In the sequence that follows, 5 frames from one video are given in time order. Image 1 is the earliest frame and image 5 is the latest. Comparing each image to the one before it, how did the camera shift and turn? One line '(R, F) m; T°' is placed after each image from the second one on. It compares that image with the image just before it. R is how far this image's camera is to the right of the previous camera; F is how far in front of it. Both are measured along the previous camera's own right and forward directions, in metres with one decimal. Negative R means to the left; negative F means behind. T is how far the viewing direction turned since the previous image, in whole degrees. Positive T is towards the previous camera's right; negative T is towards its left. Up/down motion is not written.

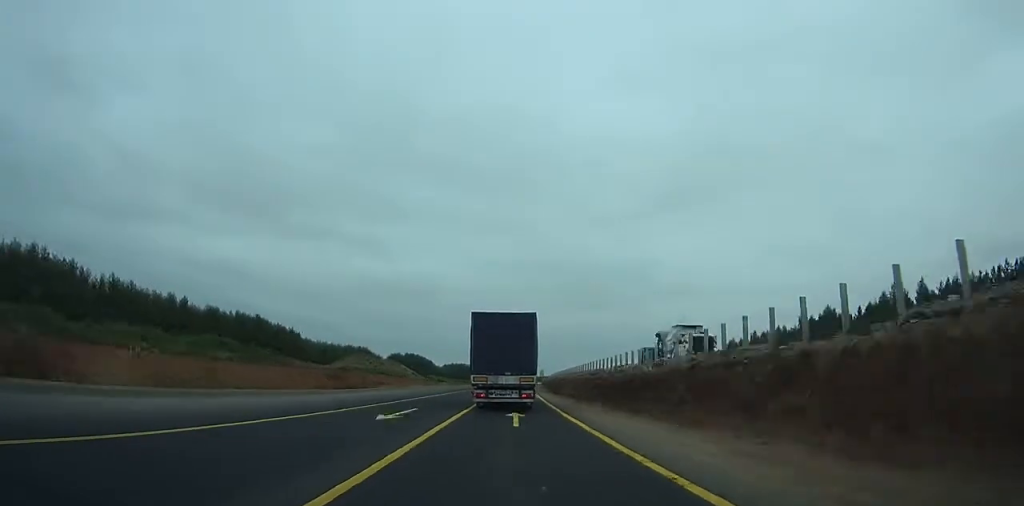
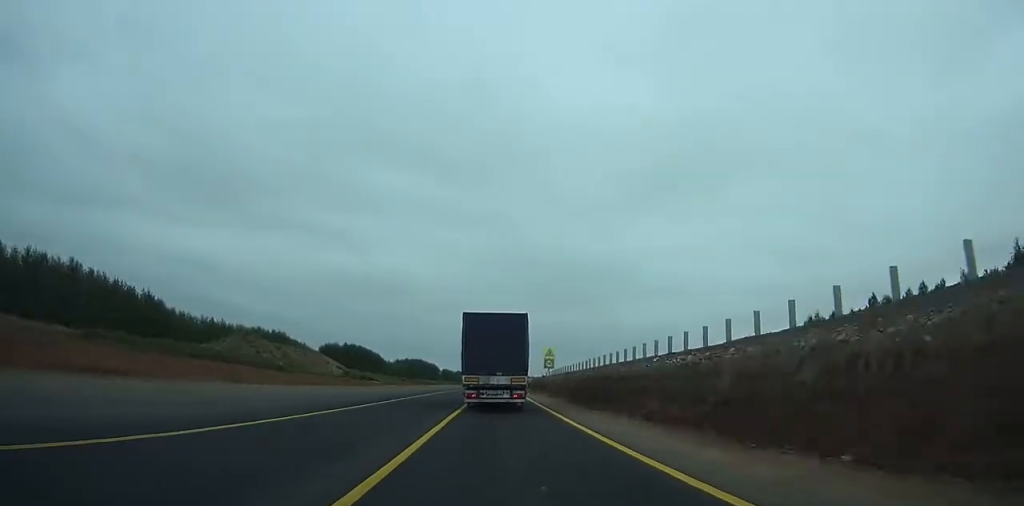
(+0.9, +79.3) m; +2°
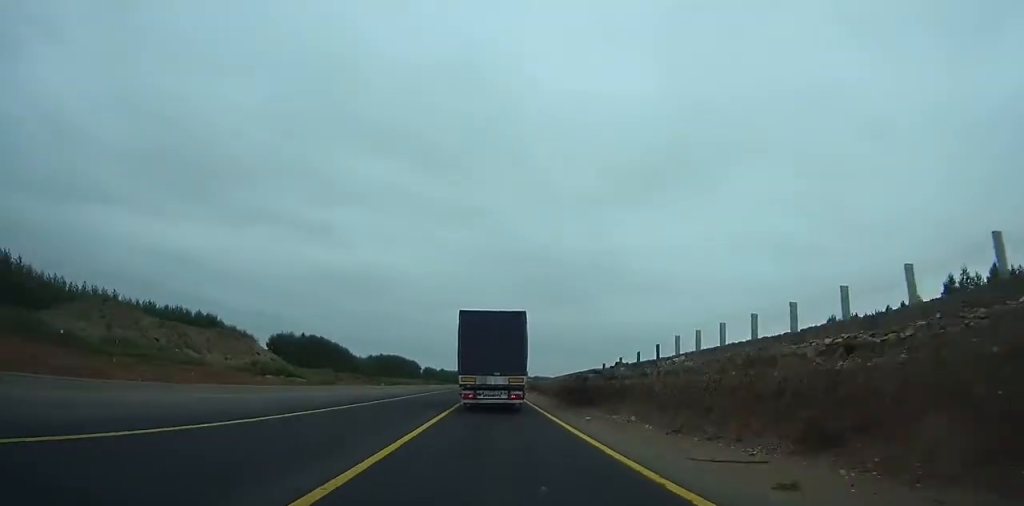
(+0.7, +52.1) m; +1°
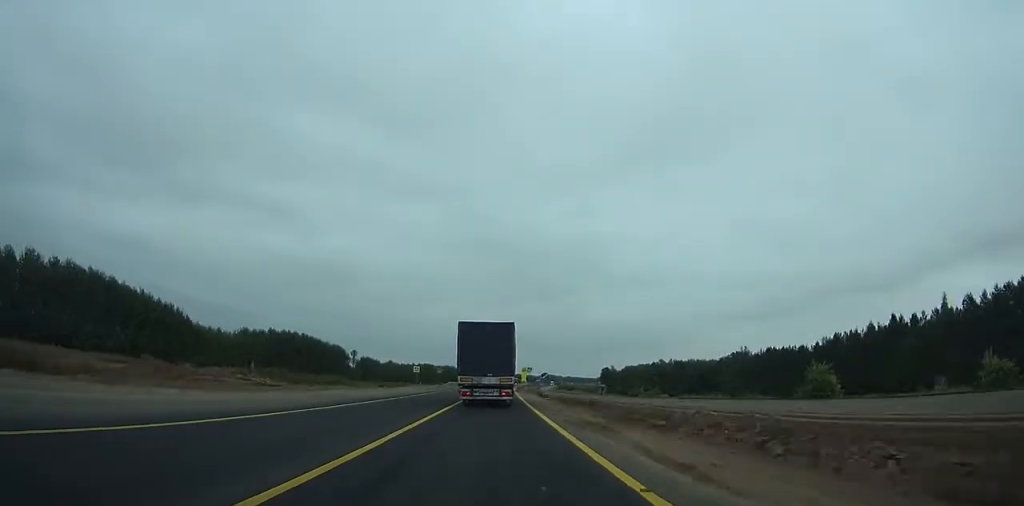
(+4.0, +154.7) m; +3°
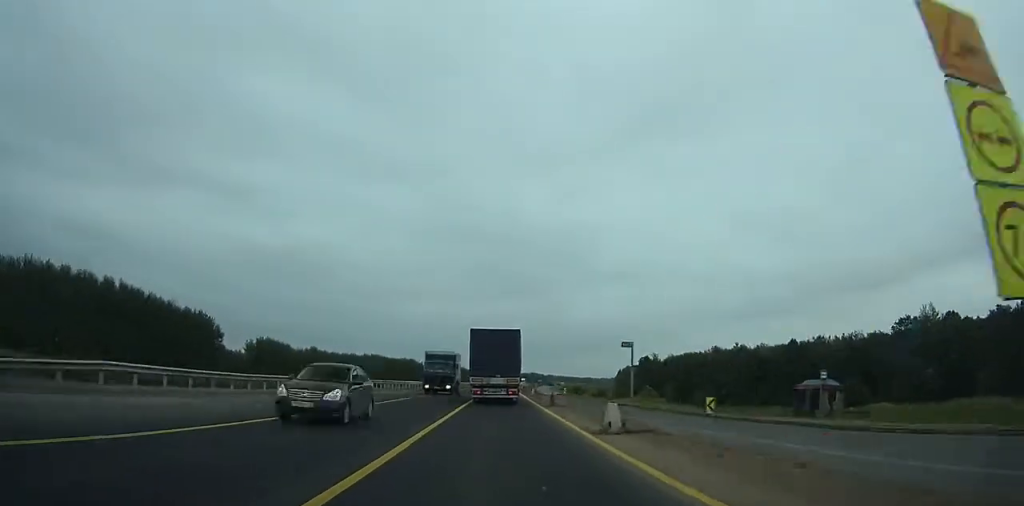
(+1.8, +117.6) m; +2°
